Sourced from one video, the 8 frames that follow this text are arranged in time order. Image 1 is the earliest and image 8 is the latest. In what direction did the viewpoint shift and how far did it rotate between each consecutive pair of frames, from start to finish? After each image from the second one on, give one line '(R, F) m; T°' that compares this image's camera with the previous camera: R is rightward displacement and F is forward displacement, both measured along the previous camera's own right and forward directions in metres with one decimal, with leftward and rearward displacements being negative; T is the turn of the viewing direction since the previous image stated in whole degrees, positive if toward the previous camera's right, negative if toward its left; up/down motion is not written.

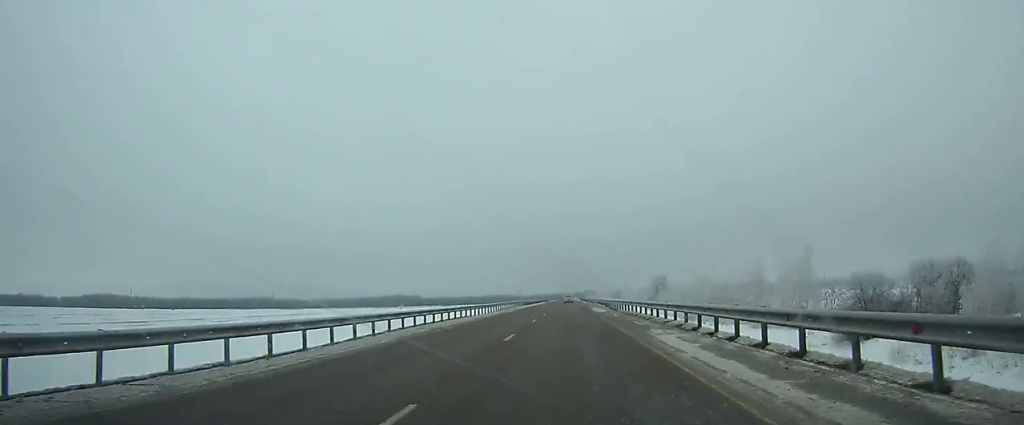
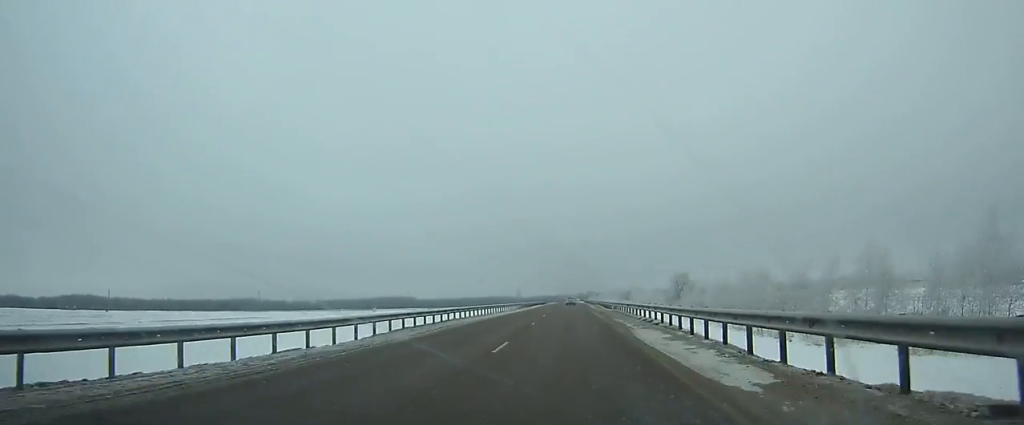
(+0.1, +38.3) m; 0°
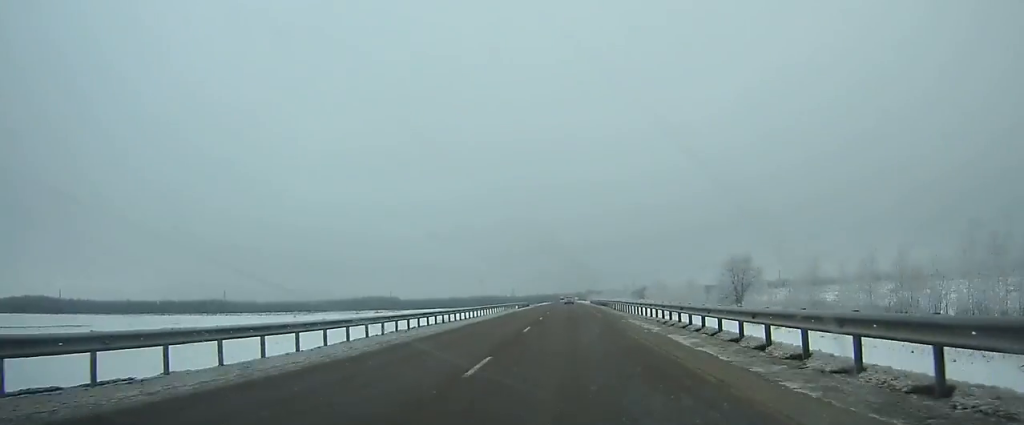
(-0.2, +63.0) m; 0°
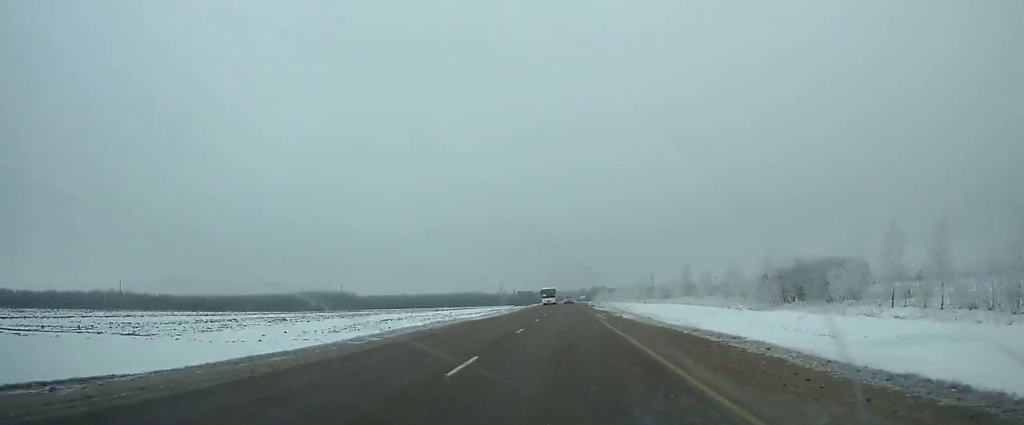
(+0.8, +158.0) m; 0°
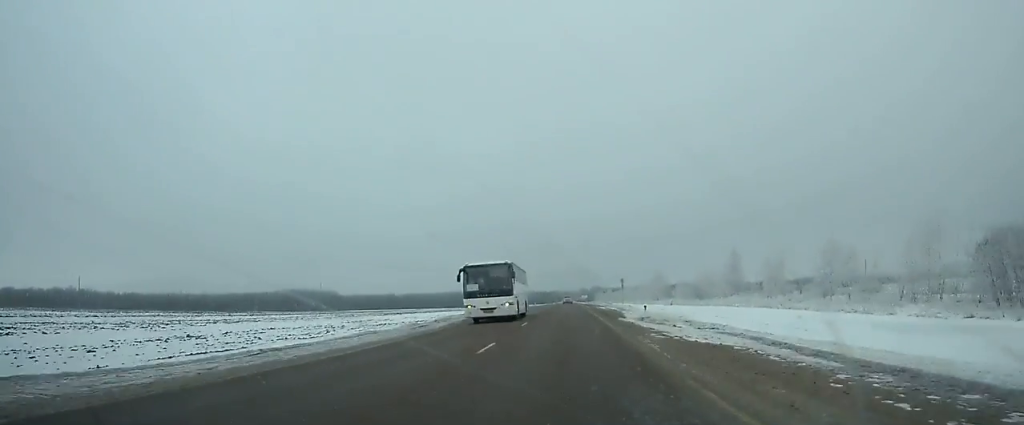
(-0.1, +46.0) m; 0°
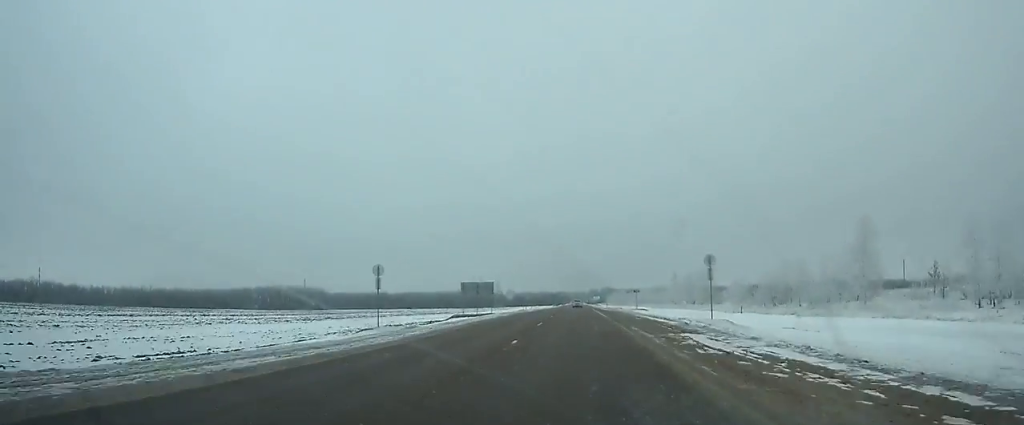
(0.0, +49.1) m; 0°
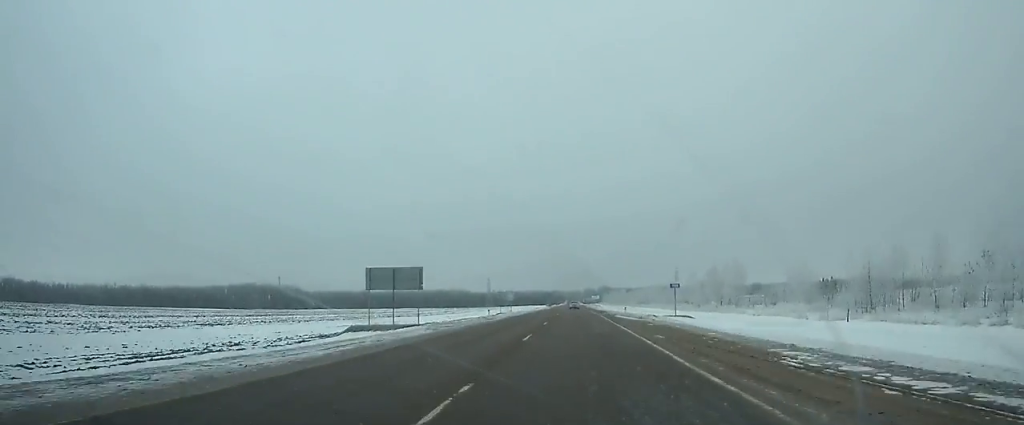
(0.0, +34.4) m; 0°
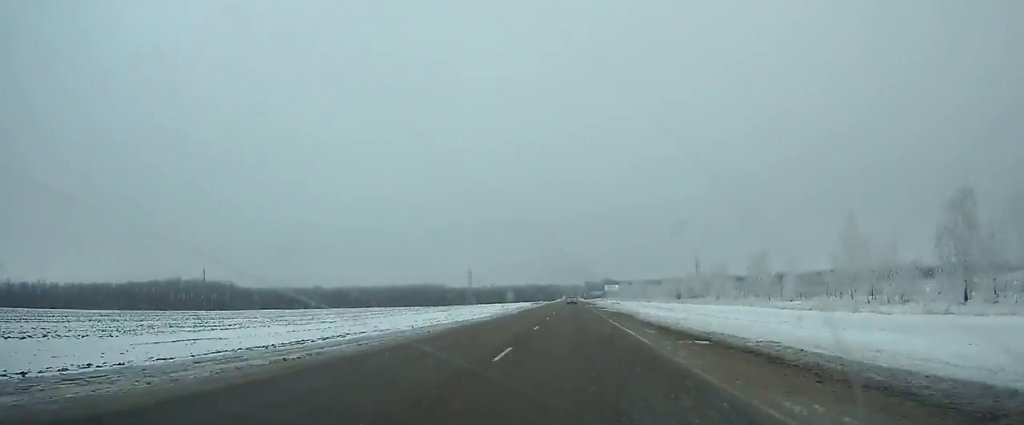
(0.0, +99.8) m; 0°
